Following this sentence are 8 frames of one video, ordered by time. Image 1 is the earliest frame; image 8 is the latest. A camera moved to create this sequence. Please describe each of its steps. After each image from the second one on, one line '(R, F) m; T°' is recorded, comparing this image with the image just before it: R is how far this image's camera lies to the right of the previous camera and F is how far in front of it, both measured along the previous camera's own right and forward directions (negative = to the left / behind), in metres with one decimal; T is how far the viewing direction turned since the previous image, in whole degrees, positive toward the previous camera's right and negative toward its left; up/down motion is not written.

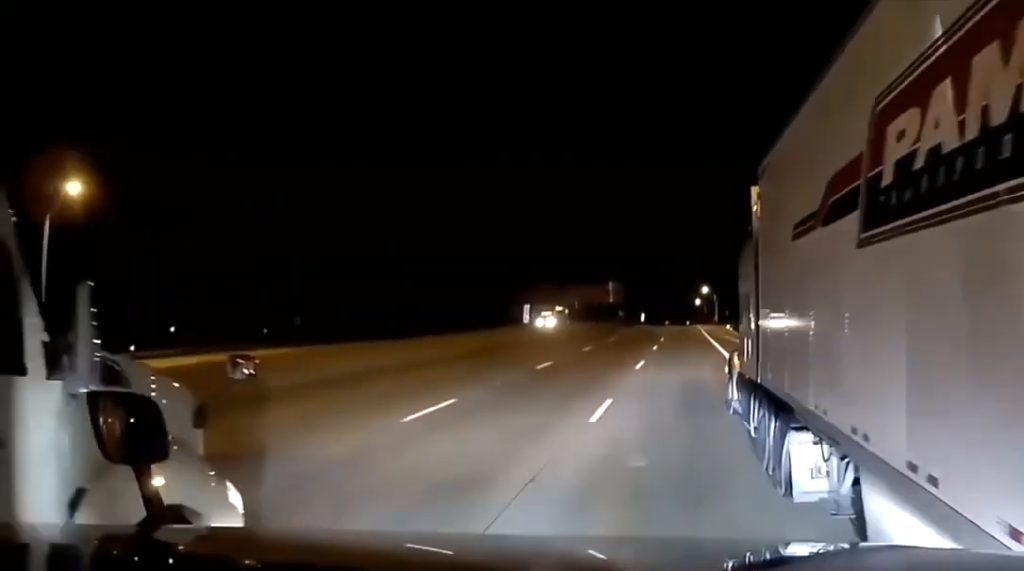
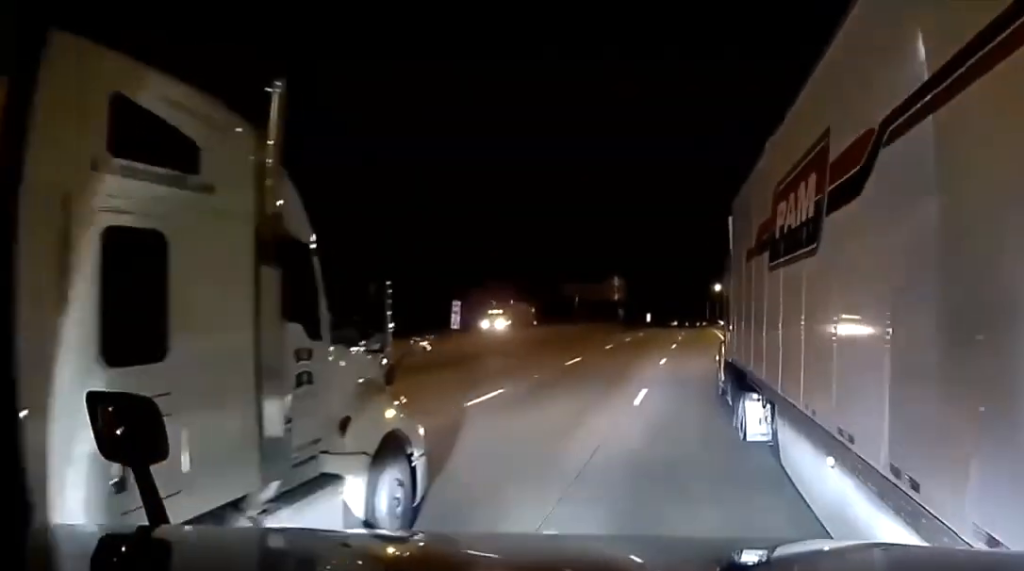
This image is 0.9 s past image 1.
(0.0, +22.0) m; 0°
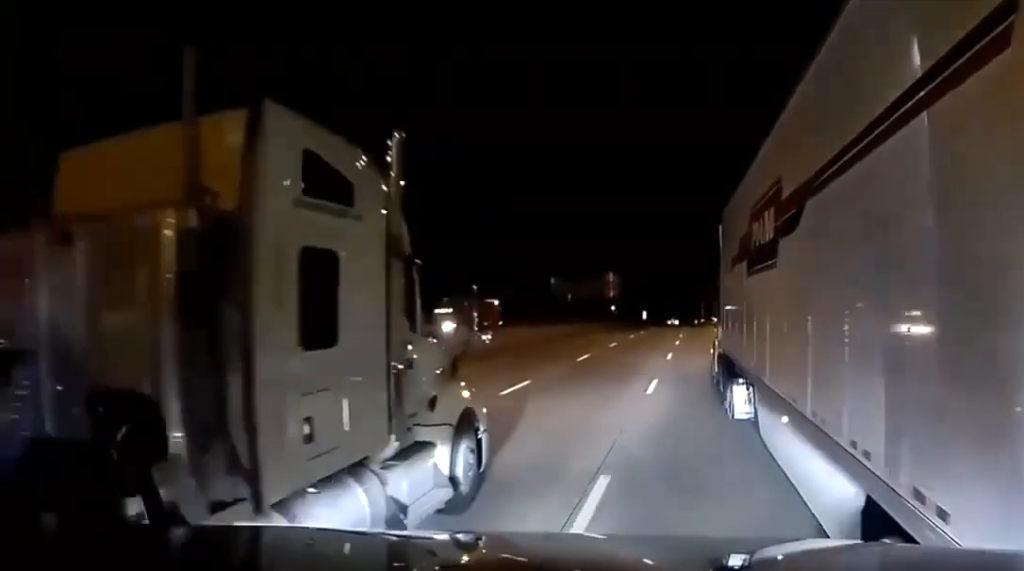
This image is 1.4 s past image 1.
(-0.1, +10.0) m; +1°
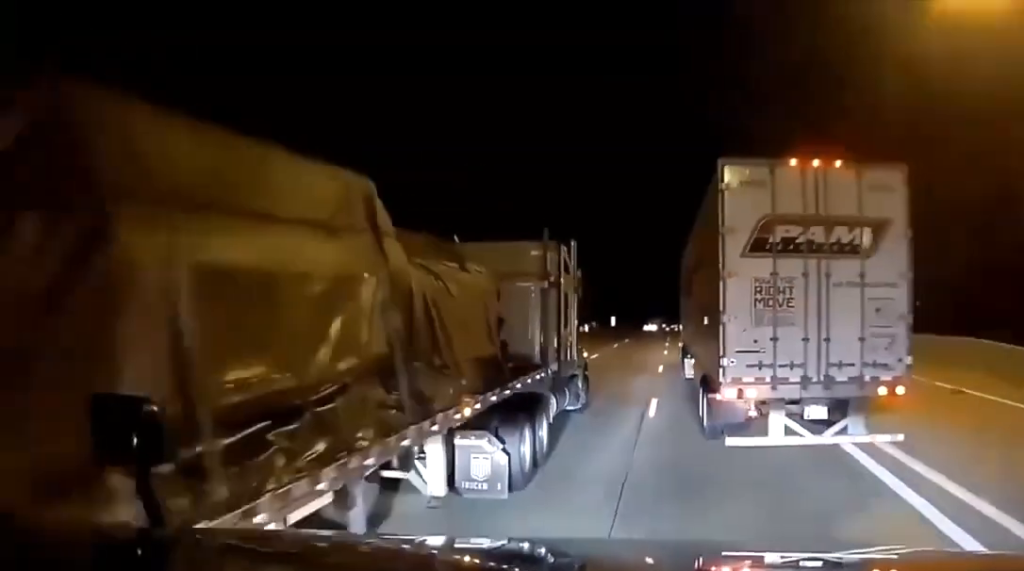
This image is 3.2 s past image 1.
(+1.1, +40.5) m; +2°
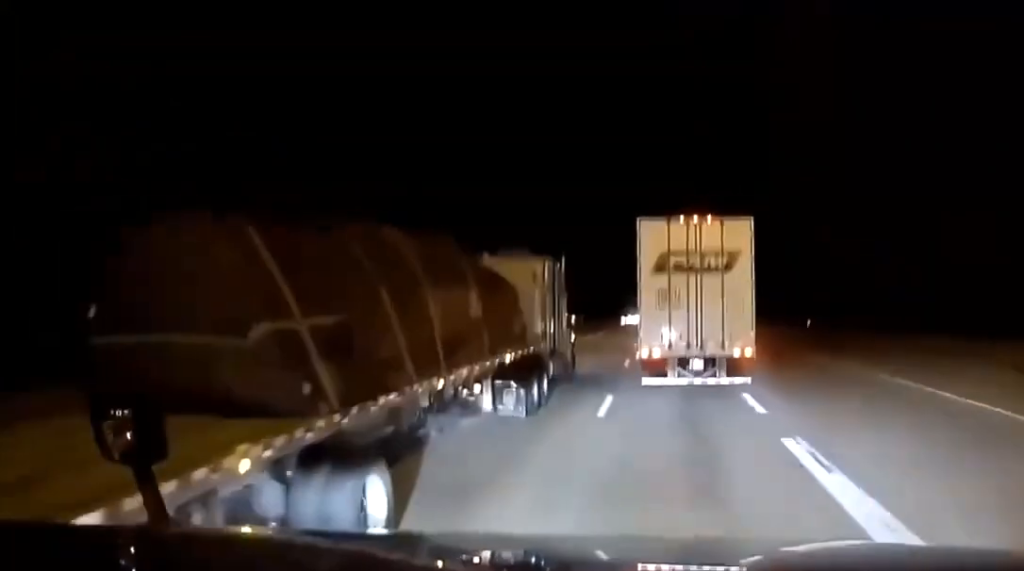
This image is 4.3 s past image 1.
(0.0, +25.8) m; 0°
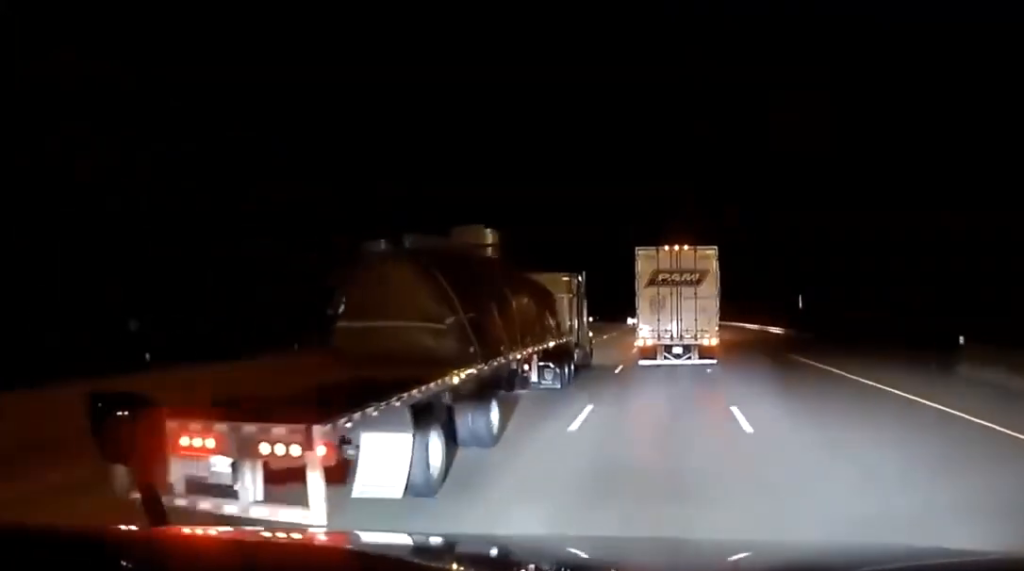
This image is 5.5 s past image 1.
(0.0, +26.5) m; 0°
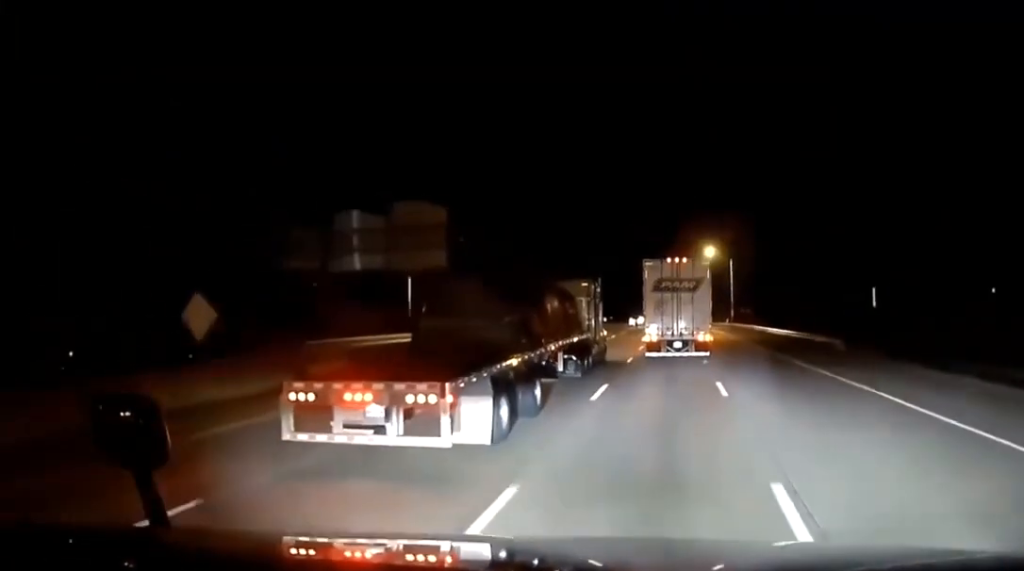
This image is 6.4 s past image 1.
(0.0, +19.2) m; 0°
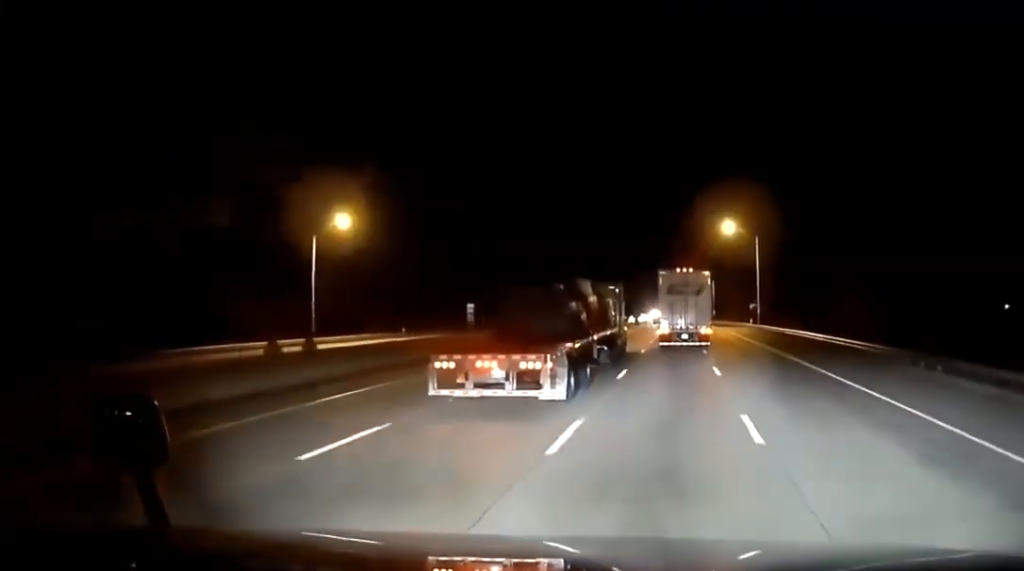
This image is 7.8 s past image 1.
(0.0, +31.4) m; 0°
